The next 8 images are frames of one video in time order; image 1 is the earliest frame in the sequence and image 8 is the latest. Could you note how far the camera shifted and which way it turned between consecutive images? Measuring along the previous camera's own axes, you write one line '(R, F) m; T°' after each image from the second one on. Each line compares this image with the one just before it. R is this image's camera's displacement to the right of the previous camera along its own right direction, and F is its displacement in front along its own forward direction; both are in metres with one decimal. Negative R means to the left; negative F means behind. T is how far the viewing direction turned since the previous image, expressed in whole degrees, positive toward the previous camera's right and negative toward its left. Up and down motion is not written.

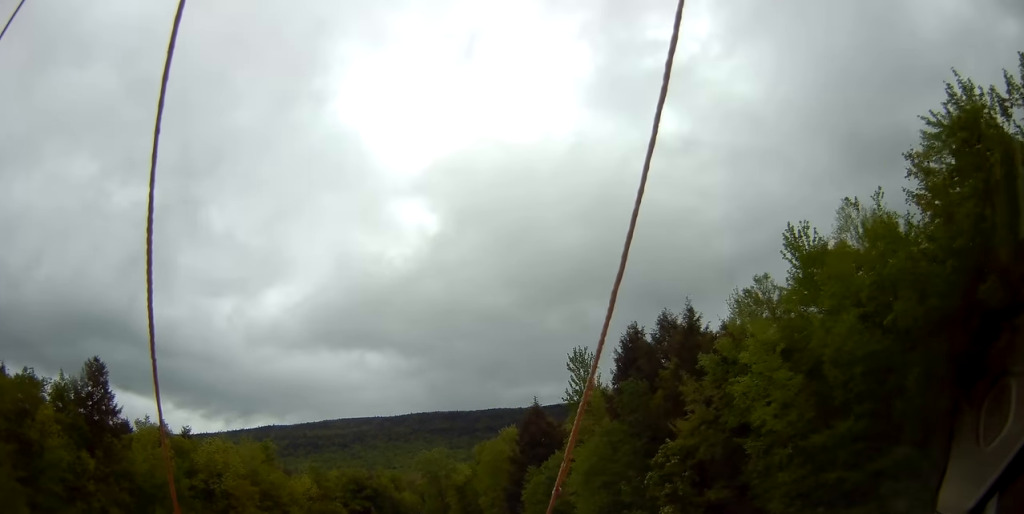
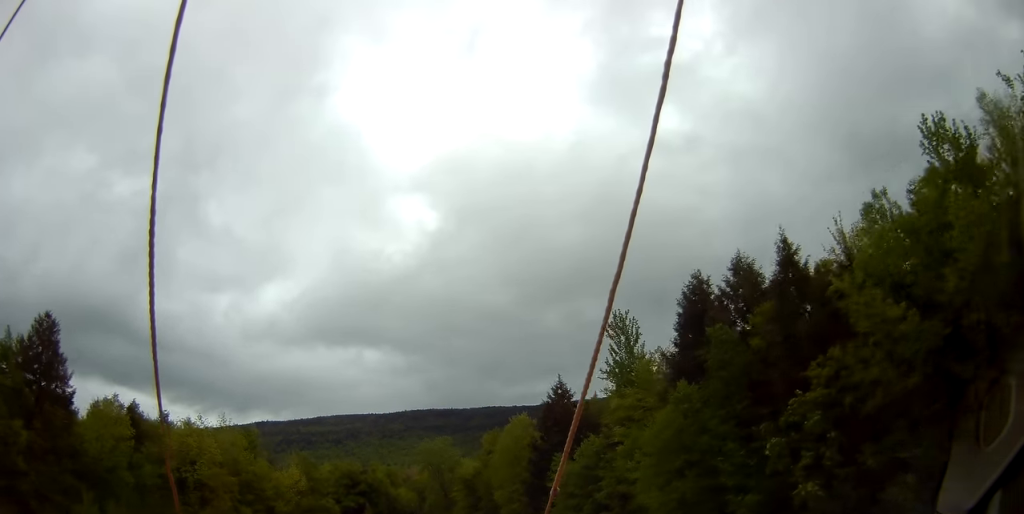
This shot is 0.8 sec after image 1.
(0.0, +11.7) m; +1°
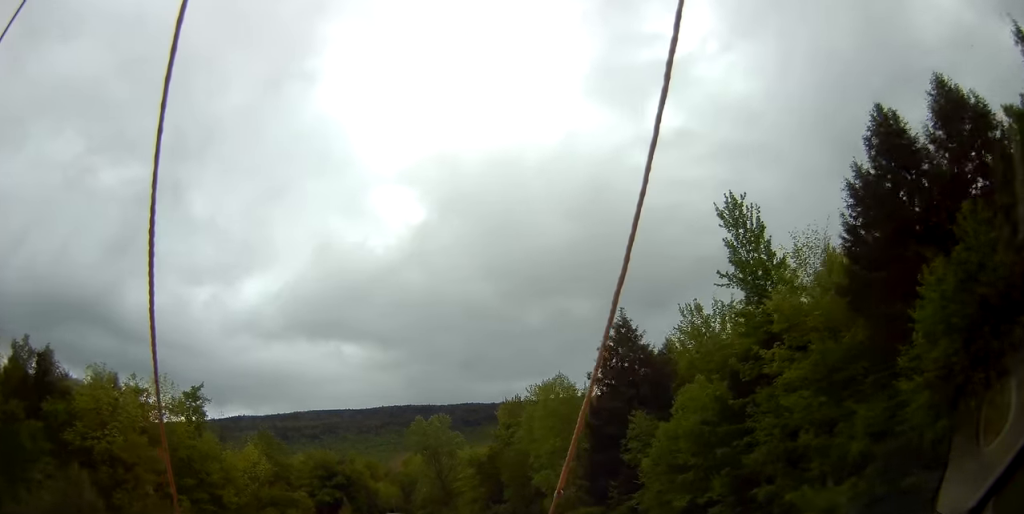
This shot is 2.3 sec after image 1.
(+0.7, +22.5) m; +1°
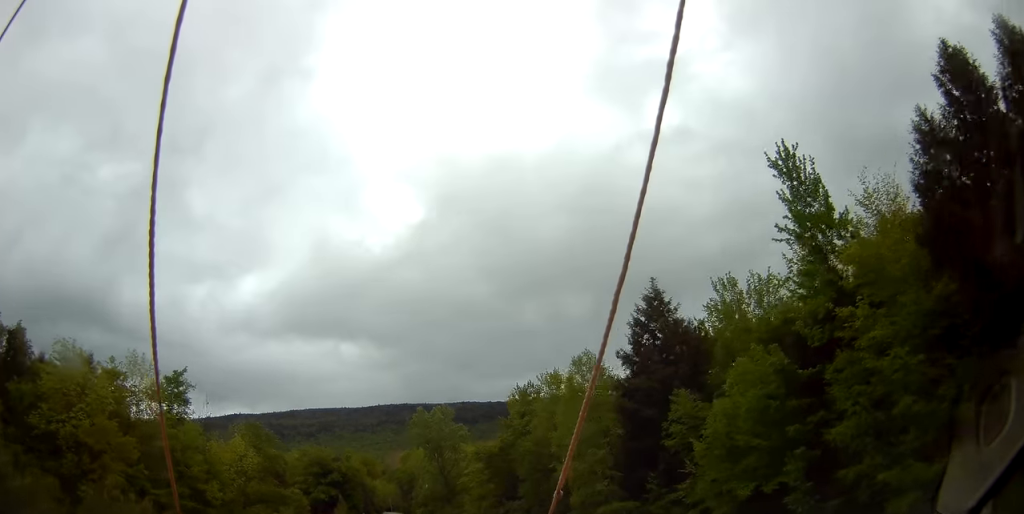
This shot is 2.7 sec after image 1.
(-0.2, +6.4) m; +1°
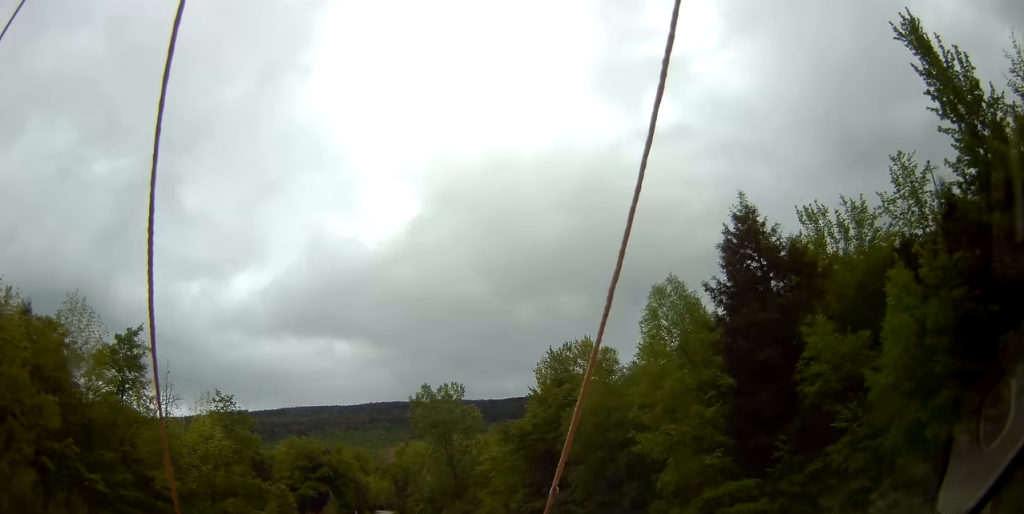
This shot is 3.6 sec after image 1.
(0.0, +13.1) m; +2°
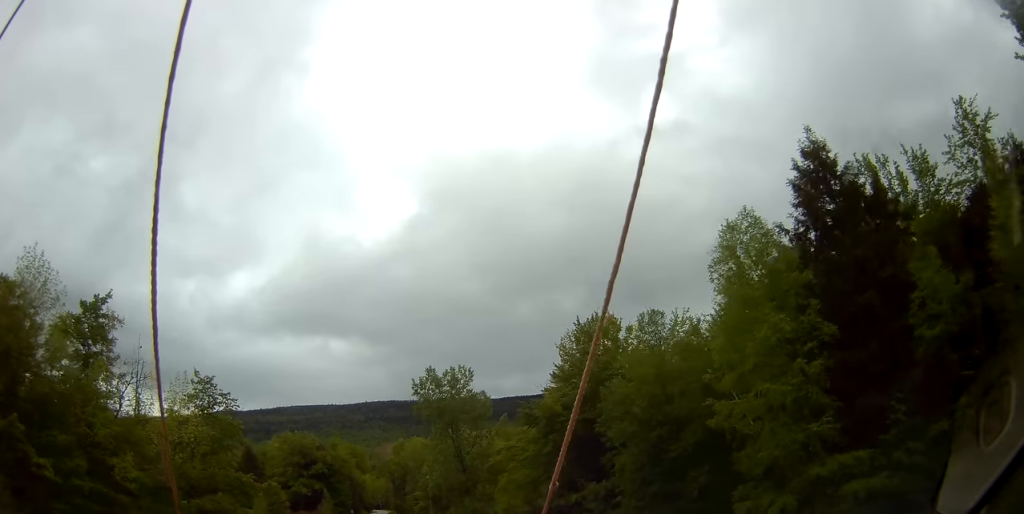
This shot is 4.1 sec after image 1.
(+0.4, +7.2) m; +1°
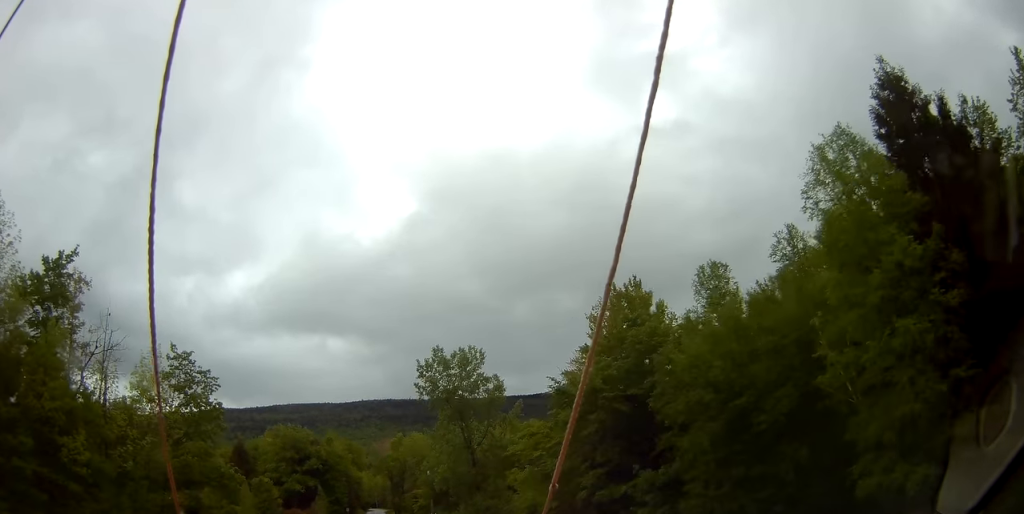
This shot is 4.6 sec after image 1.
(0.0, +6.8) m; 0°
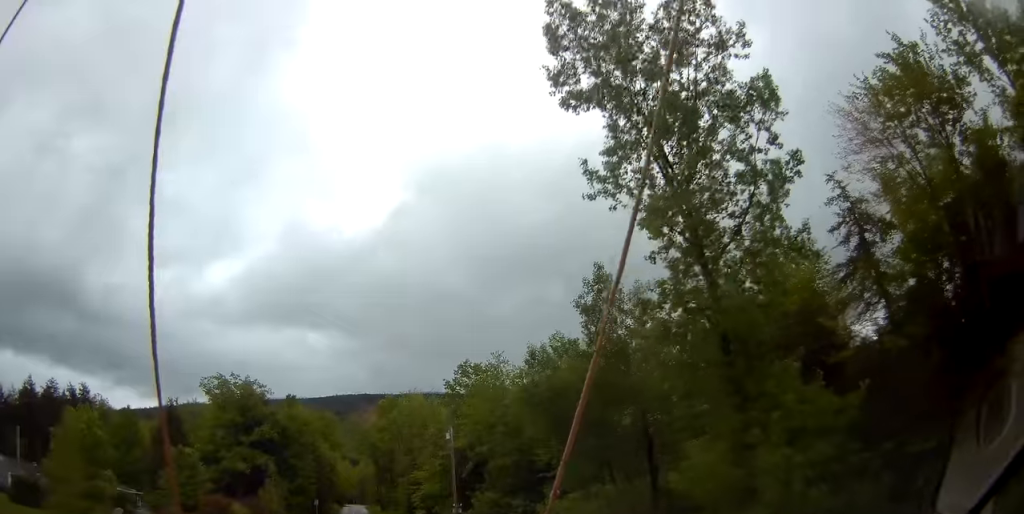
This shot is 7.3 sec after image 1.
(-0.1, +40.9) m; +2°
